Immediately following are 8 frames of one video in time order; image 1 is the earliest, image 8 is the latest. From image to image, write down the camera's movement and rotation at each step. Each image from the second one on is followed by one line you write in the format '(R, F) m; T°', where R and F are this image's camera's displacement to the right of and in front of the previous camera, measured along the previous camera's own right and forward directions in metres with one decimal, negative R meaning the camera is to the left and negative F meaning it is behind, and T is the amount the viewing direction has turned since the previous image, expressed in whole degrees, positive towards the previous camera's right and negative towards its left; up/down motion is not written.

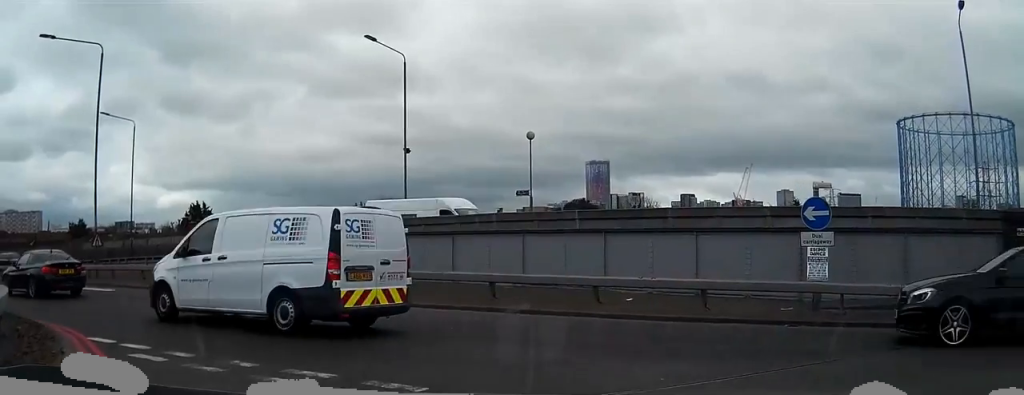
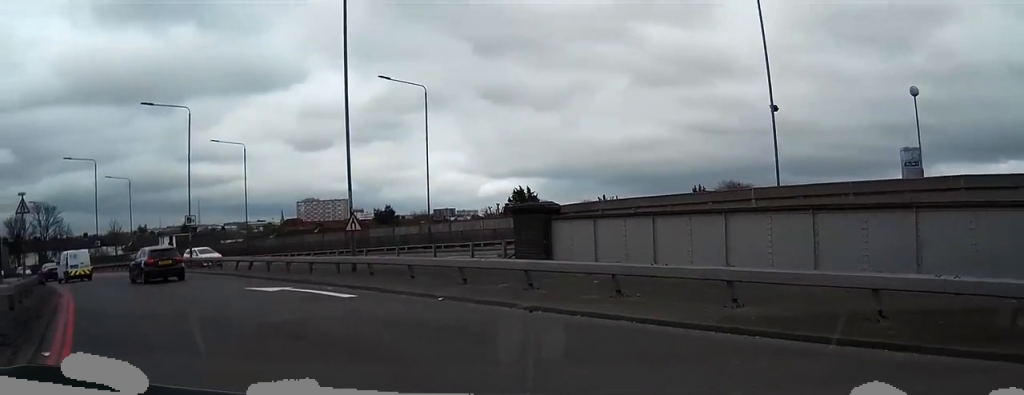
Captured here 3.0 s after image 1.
(-3.8, +8.7) m; -36°
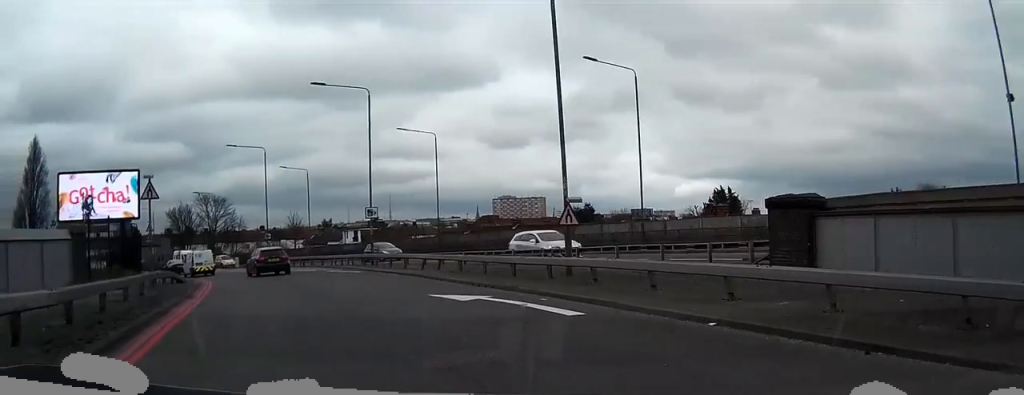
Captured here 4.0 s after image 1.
(-0.3, +4.8) m; -8°
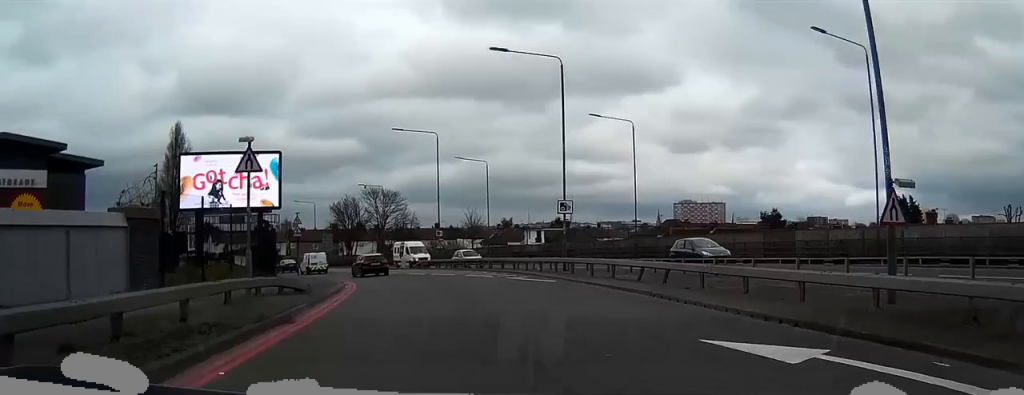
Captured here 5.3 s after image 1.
(-0.6, +7.8) m; -7°
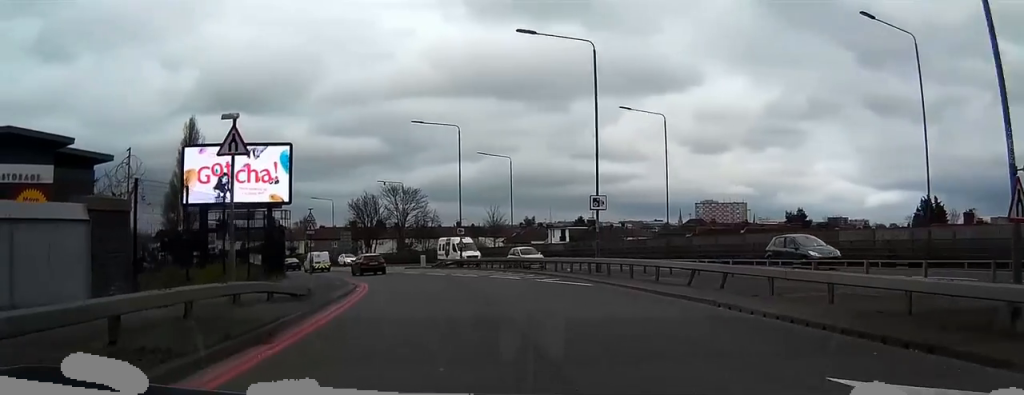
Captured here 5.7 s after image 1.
(0.0, +3.0) m; -1°
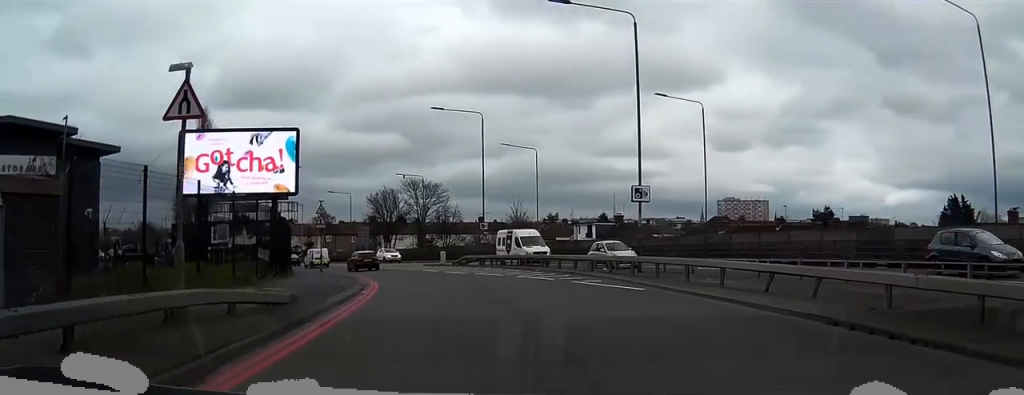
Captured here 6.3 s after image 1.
(-0.2, +4.0) m; -2°
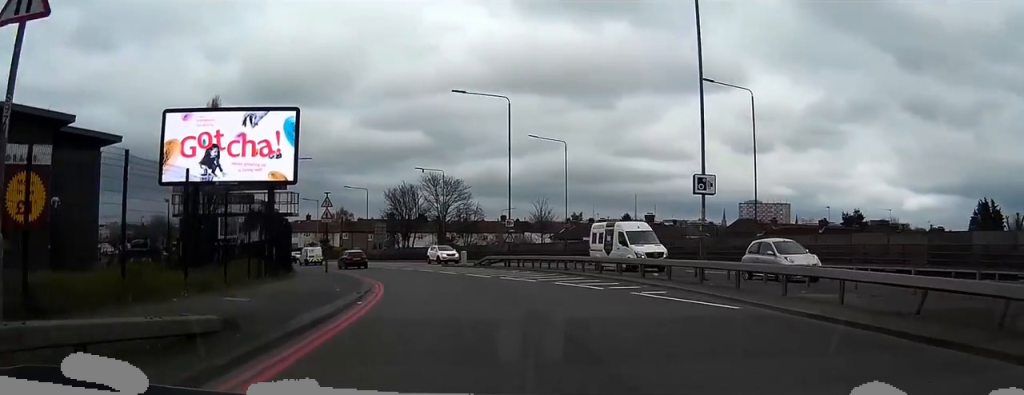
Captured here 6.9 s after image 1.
(-0.1, +5.4) m; -1°
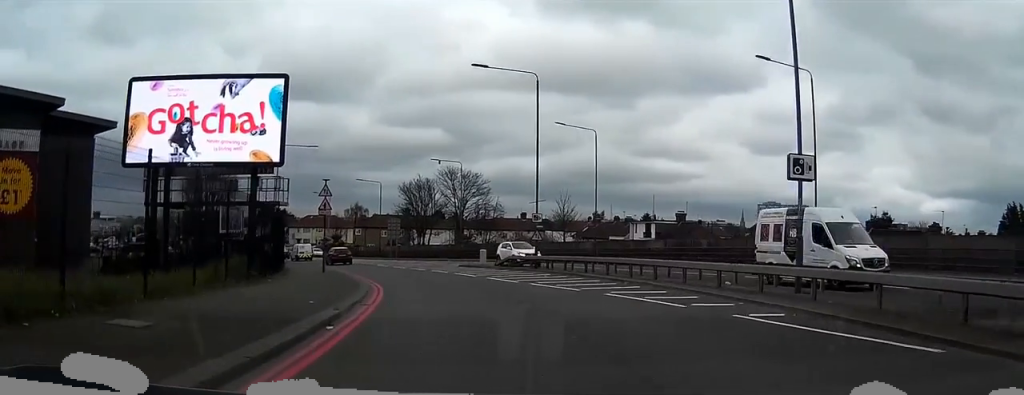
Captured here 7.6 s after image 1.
(0.0, +6.0) m; 0°
